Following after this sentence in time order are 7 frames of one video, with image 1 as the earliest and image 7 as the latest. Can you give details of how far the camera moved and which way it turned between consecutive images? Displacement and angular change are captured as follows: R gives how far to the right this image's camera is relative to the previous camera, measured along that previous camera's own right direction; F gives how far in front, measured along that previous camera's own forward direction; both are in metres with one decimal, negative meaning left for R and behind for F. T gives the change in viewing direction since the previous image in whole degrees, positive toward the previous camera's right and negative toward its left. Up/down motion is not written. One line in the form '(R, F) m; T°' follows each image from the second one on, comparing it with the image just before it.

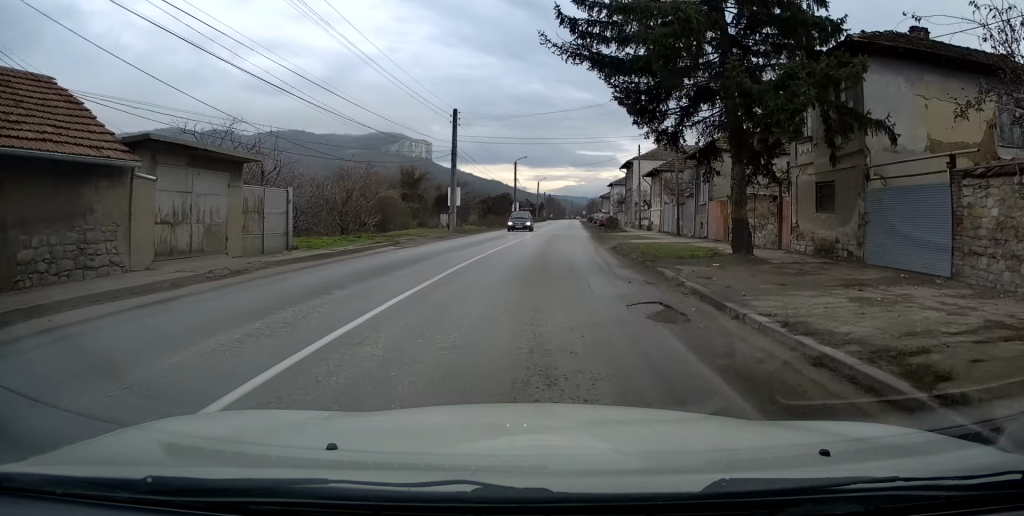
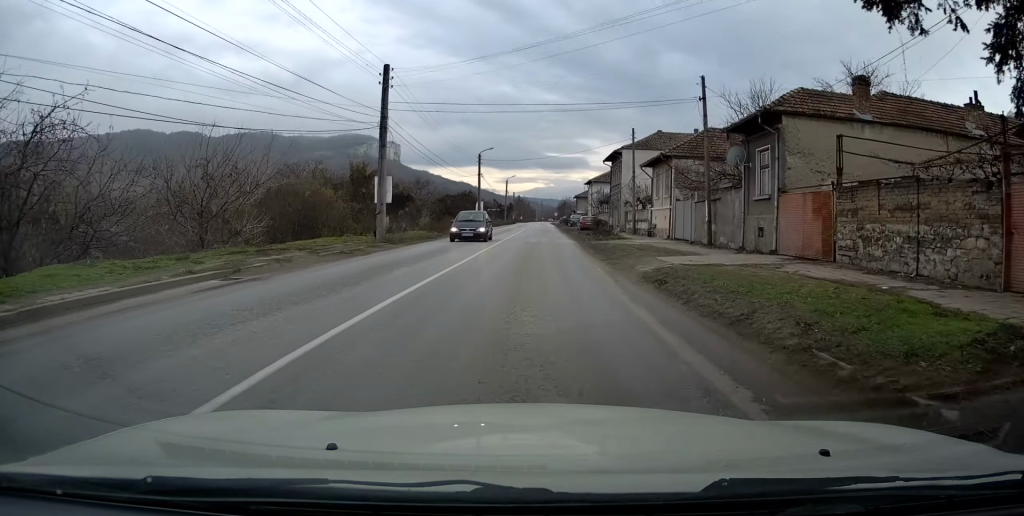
(+0.5, +11.8) m; +2°
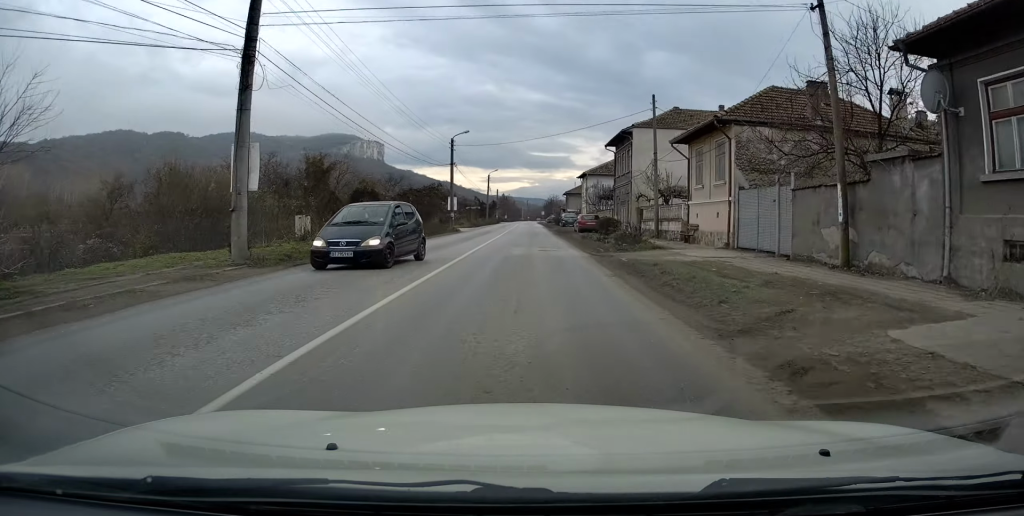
(+0.1, +12.2) m; +2°
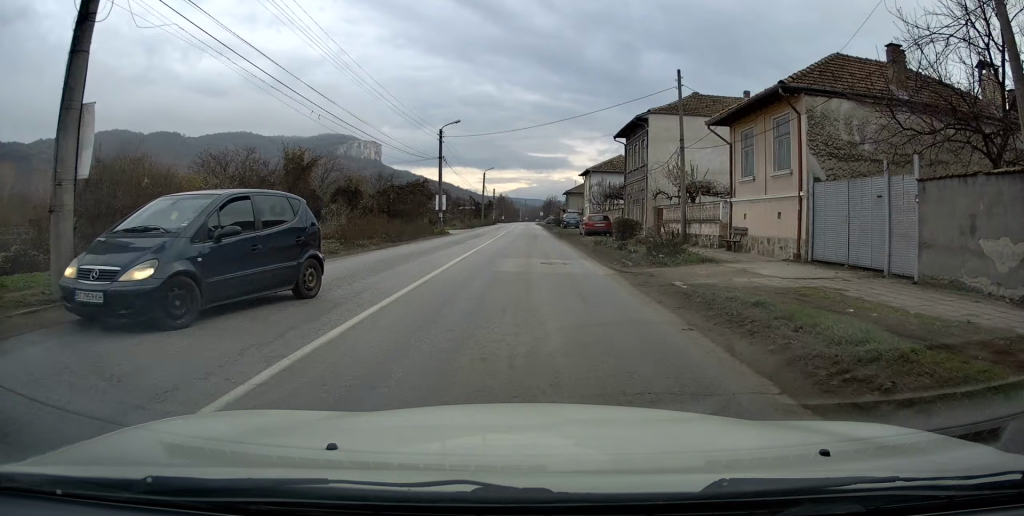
(+0.1, +6.1) m; +1°
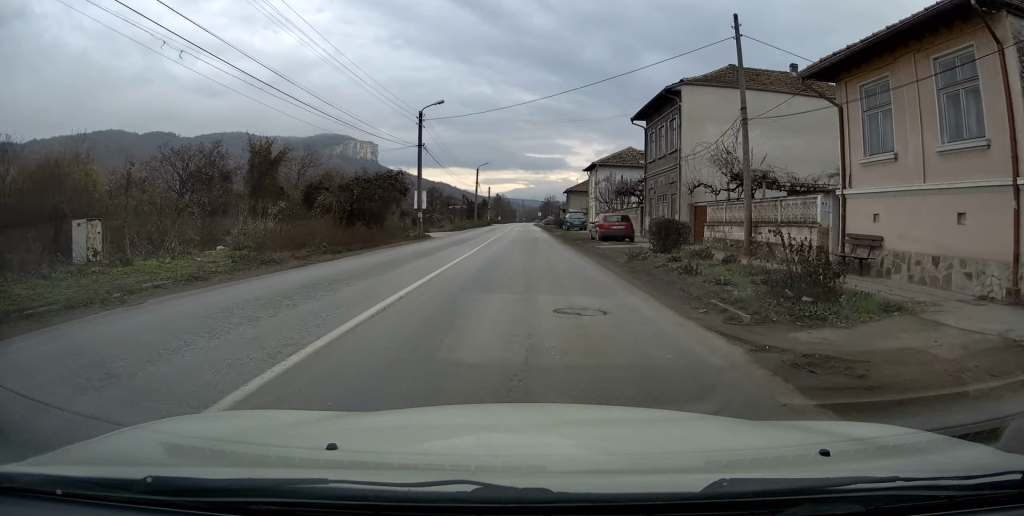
(+0.2, +8.3) m; +1°
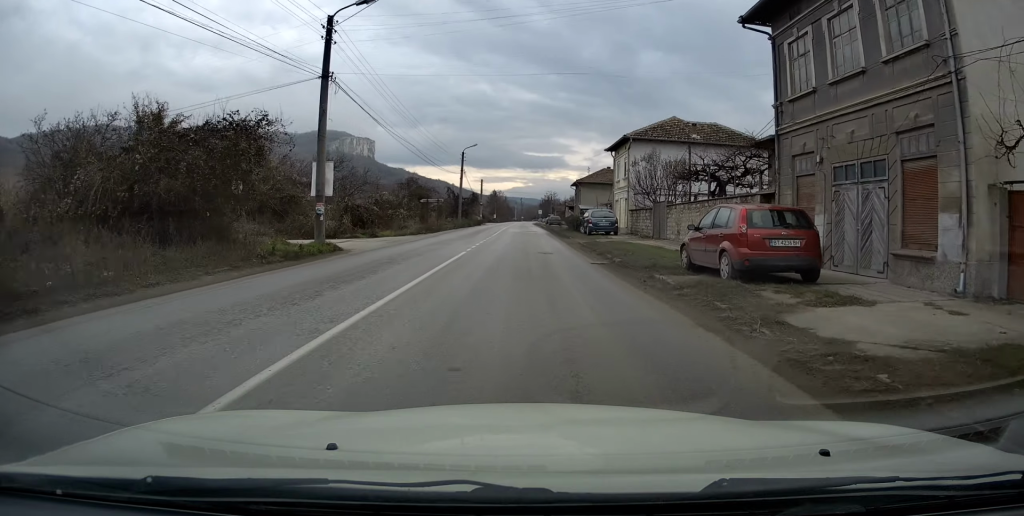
(0.0, +19.2) m; 0°
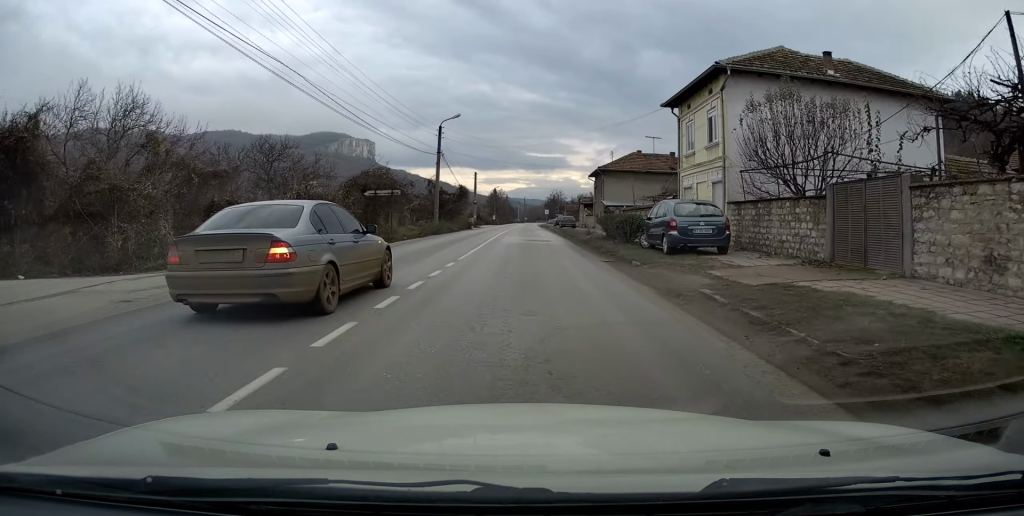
(0.0, +19.6) m; -1°
